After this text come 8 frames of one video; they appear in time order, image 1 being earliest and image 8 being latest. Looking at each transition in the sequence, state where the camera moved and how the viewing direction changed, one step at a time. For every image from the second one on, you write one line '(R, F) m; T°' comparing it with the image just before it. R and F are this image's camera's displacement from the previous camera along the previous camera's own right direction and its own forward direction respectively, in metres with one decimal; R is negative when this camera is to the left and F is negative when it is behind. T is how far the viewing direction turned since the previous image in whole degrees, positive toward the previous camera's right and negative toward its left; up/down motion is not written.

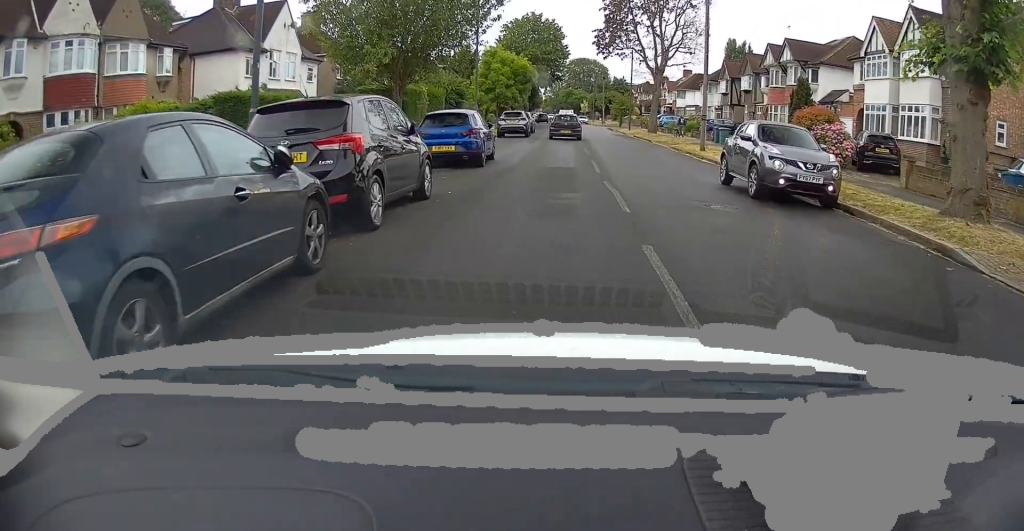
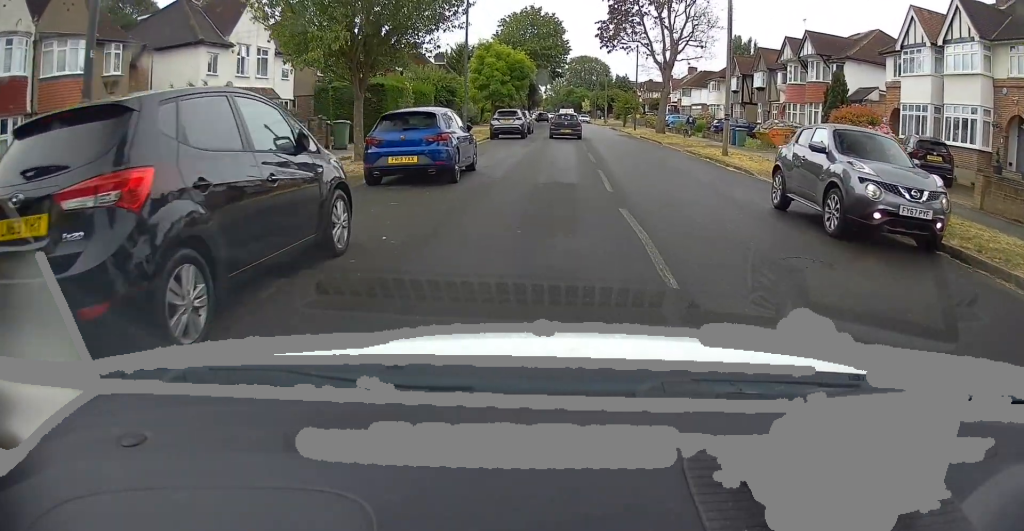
(-0.1, +4.1) m; -1°
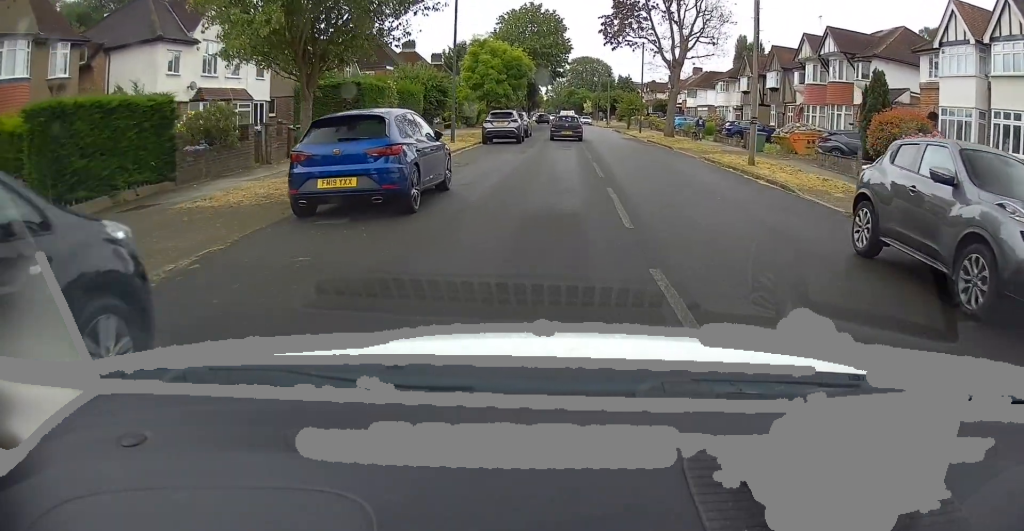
(-0.1, +3.7) m; 0°
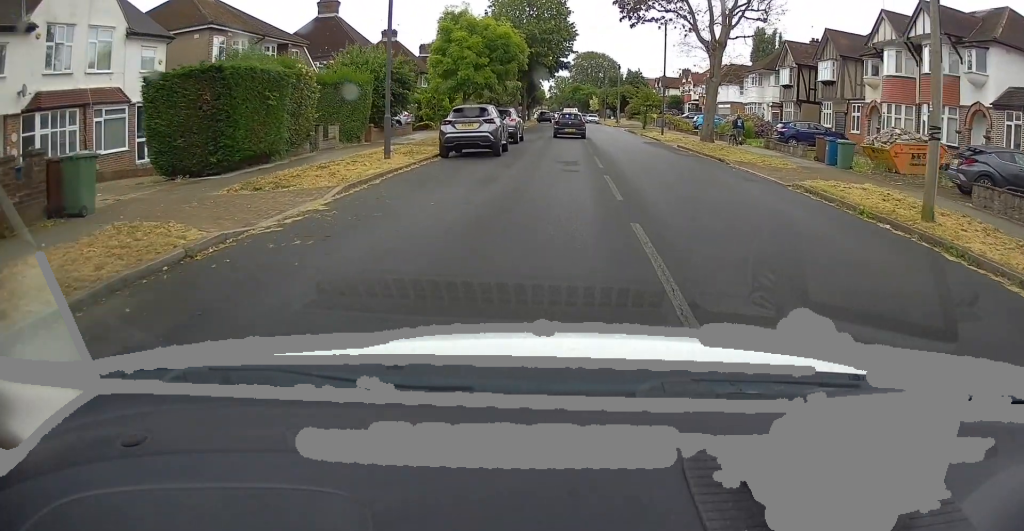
(0.0, +11.1) m; 0°
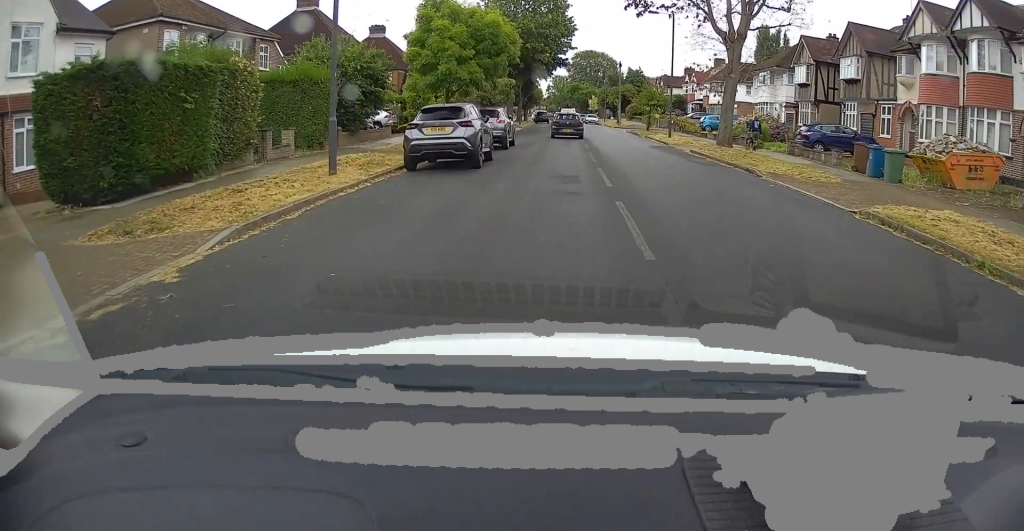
(0.0, +3.9) m; 0°
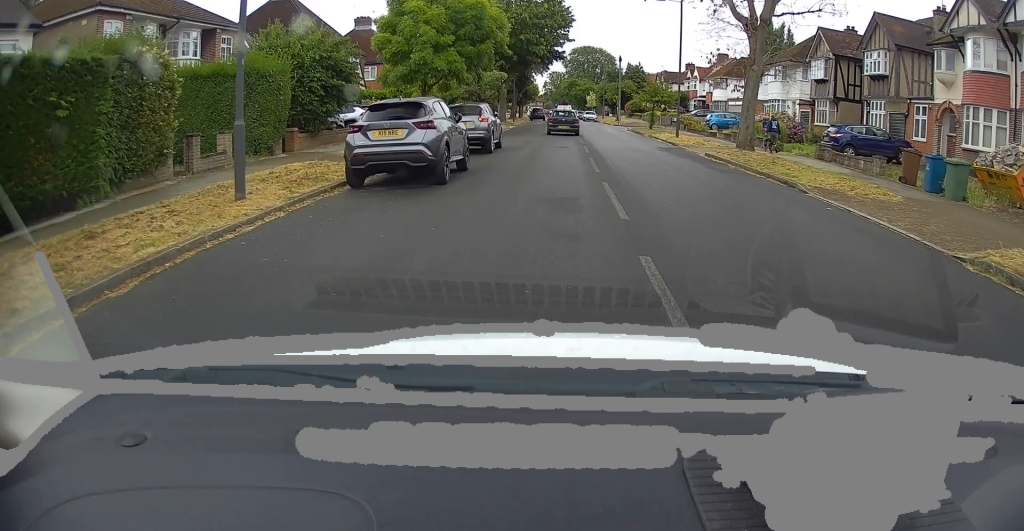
(0.0, +4.2) m; 0°
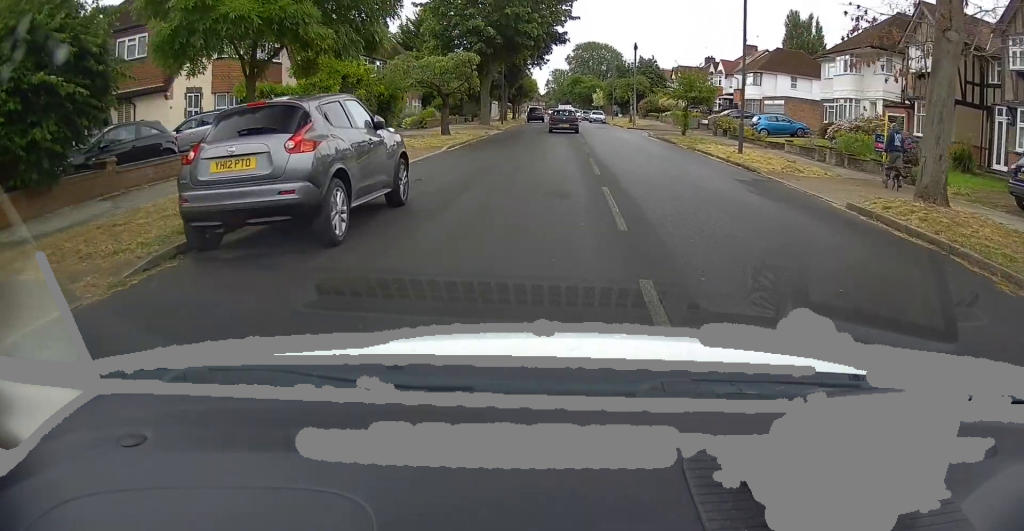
(-0.3, +13.3) m; -4°
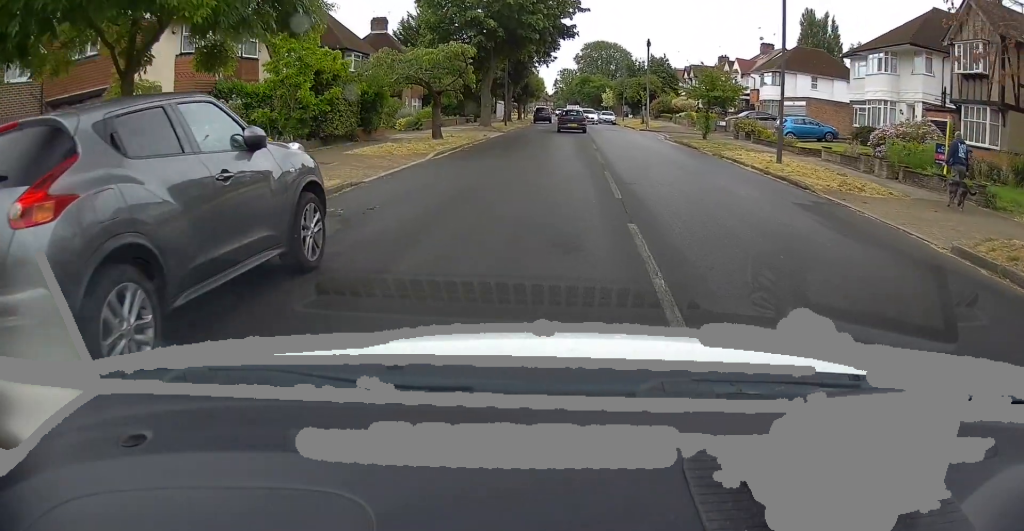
(-0.1, +3.4) m; -1°
